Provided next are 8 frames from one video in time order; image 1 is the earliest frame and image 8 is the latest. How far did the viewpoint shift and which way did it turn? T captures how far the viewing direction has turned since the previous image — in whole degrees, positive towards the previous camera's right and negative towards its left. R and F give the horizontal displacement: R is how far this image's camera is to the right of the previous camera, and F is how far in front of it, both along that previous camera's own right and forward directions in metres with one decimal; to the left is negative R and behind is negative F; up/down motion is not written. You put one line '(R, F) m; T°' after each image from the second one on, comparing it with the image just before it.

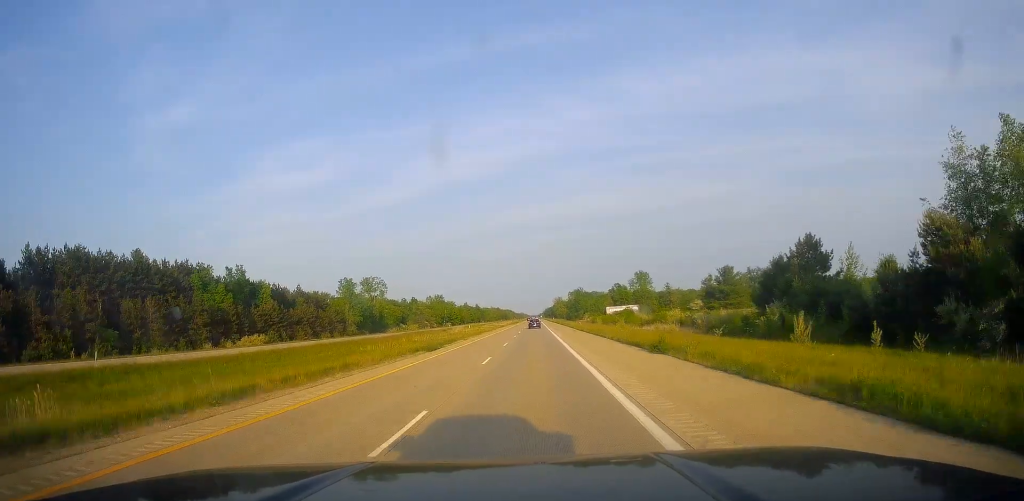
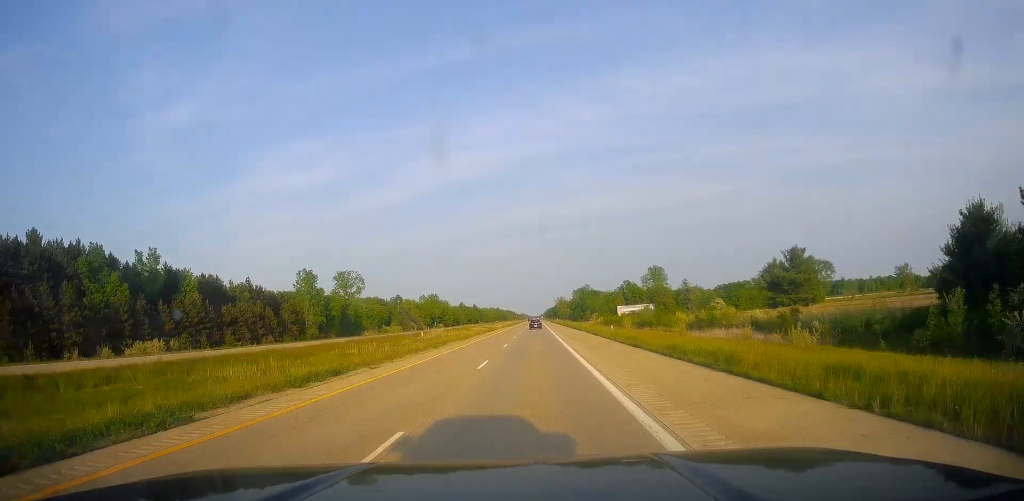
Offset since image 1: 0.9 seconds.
(-0.4, +32.4) m; 0°
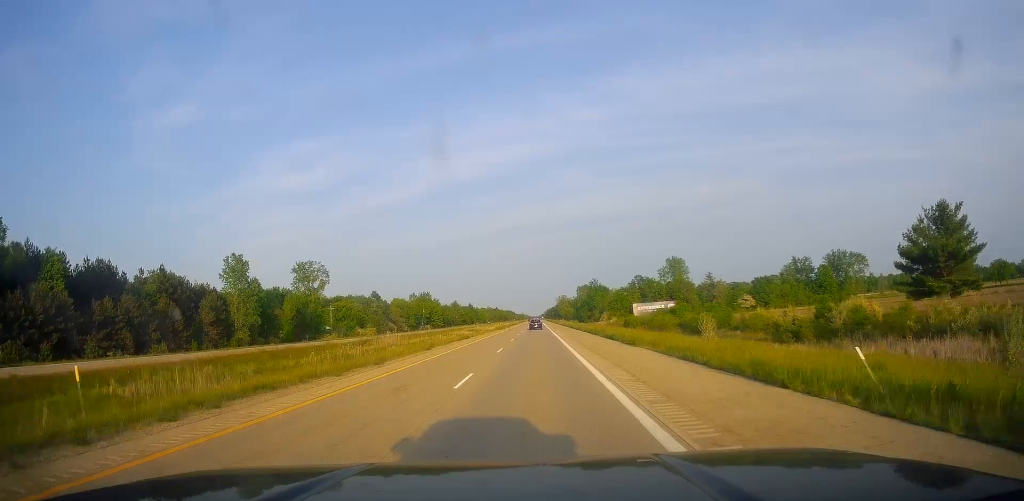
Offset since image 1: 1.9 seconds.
(+0.3, +35.9) m; 0°
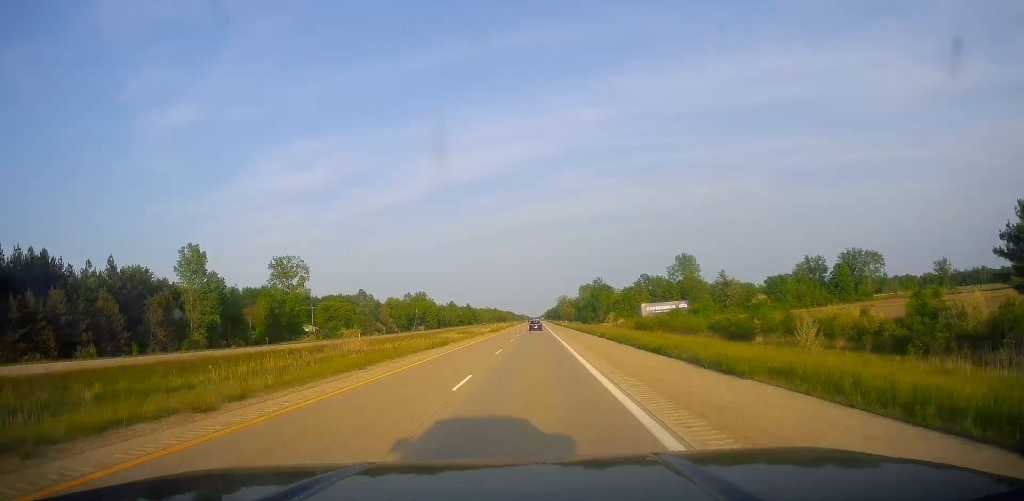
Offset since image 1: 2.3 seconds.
(0.0, +15.6) m; 0°
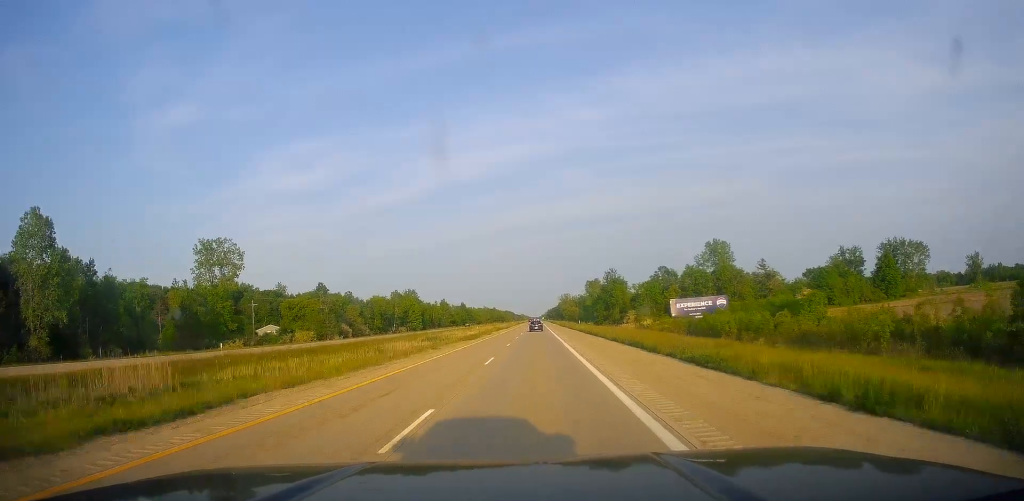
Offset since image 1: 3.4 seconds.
(-0.2, +37.2) m; 0°
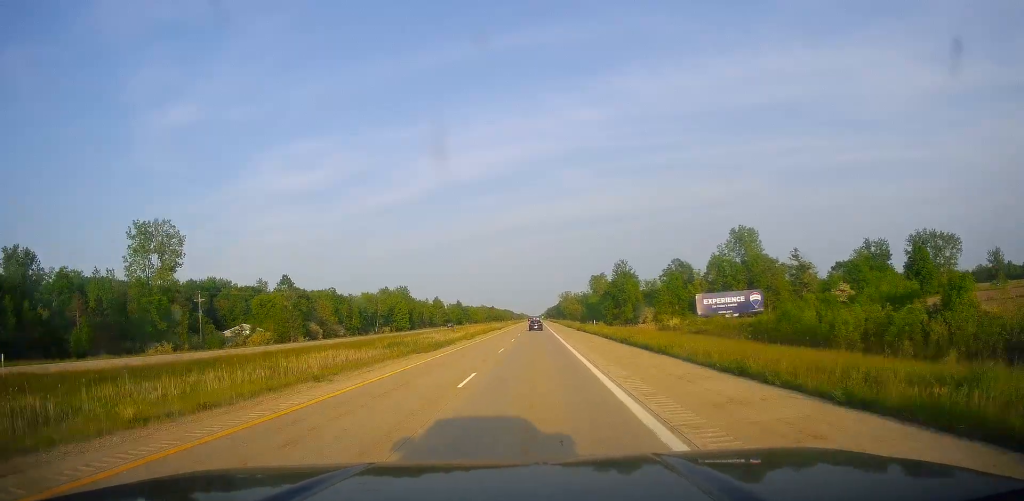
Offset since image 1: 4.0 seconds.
(-0.2, +22.8) m; 0°
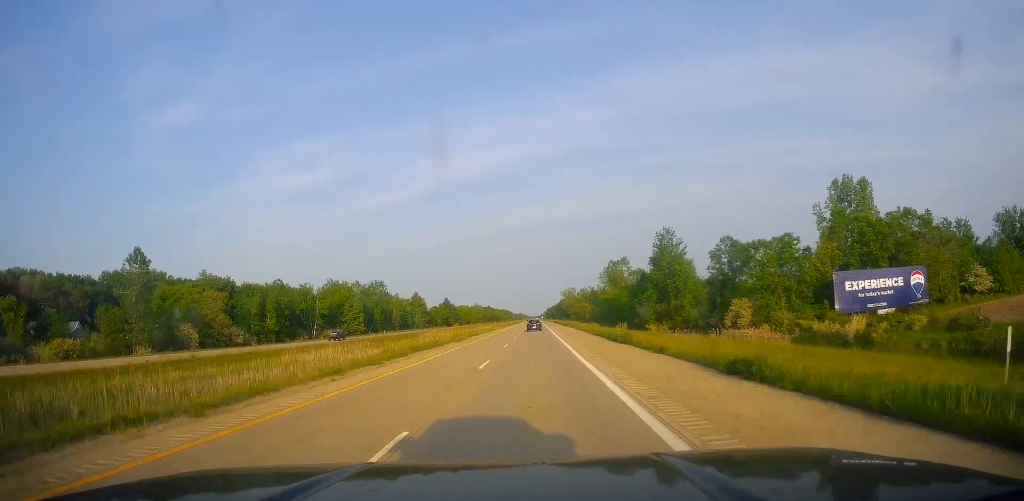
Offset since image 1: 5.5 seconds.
(+0.2, +55.4) m; 0°
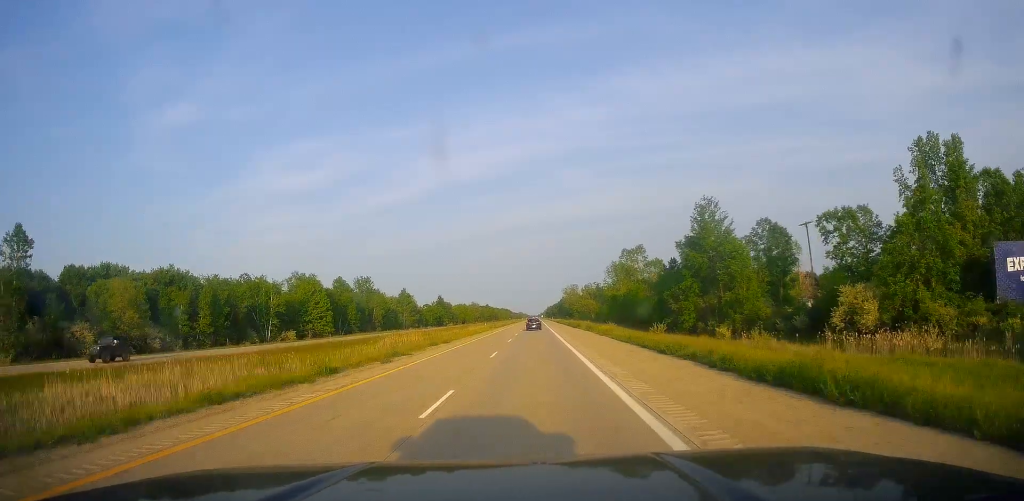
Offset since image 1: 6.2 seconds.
(-0.2, +25.2) m; 0°
